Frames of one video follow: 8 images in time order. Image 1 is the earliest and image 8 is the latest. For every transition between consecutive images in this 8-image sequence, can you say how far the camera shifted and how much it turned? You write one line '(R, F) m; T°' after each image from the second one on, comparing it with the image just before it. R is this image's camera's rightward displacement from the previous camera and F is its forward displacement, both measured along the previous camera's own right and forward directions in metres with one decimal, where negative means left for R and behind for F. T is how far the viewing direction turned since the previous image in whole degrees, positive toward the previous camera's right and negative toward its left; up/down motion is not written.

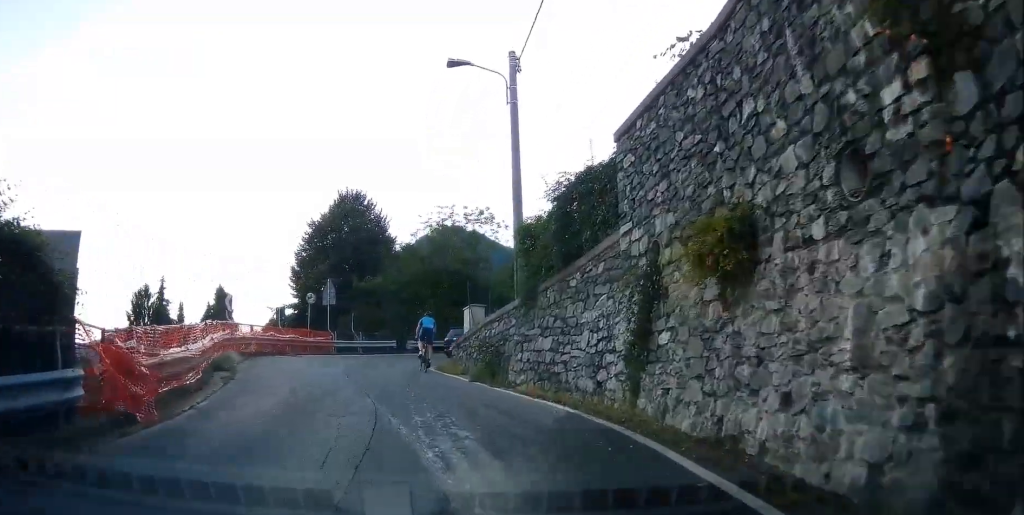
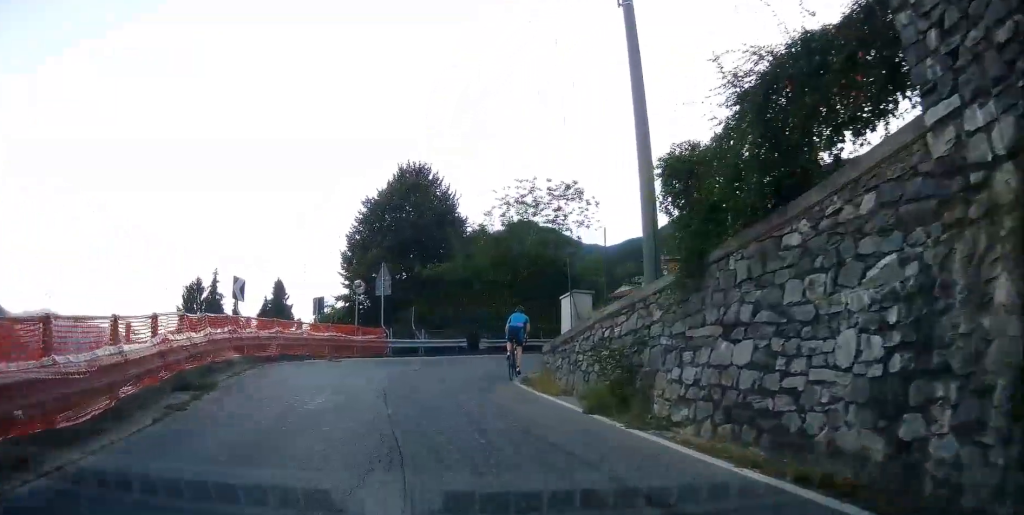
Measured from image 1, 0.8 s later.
(-0.5, +5.9) m; -1°
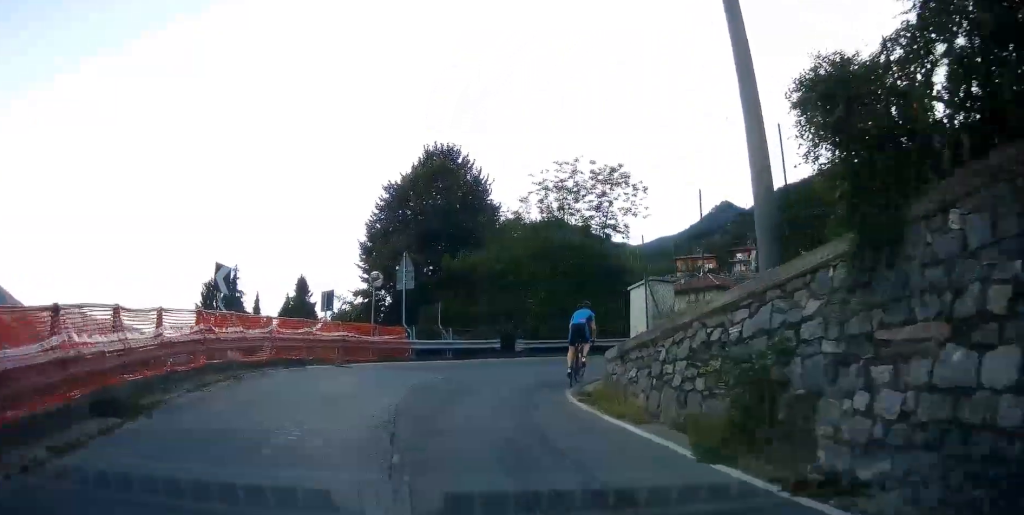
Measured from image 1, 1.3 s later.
(+0.1, +3.3) m; -1°
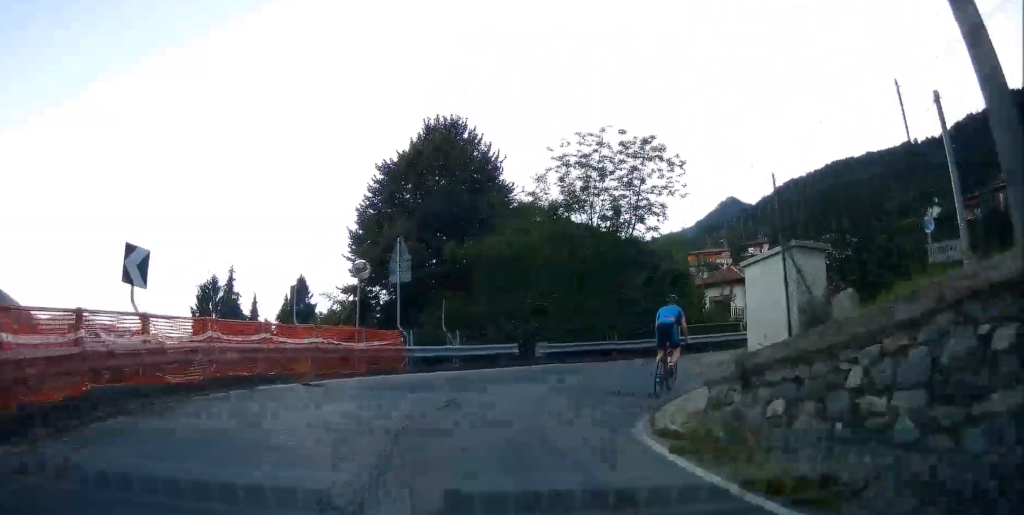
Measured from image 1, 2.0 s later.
(+0.3, +4.3) m; -1°
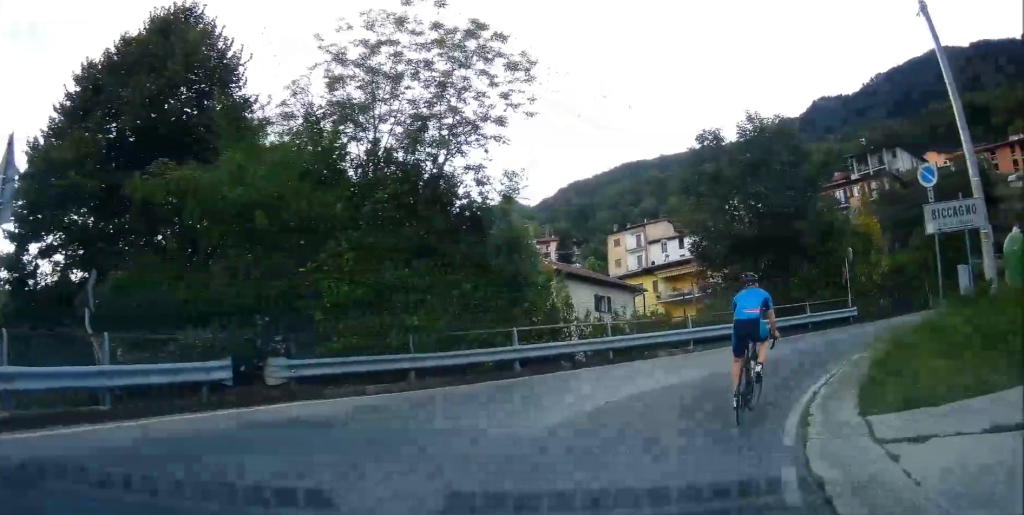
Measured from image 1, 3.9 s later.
(+0.6, +9.7) m; +21°
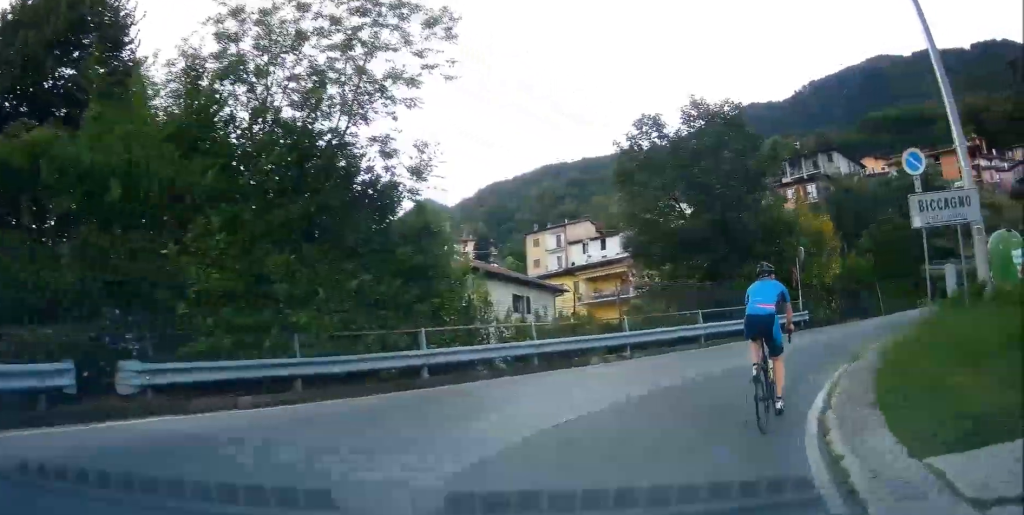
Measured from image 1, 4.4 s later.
(+0.3, +2.3) m; +6°
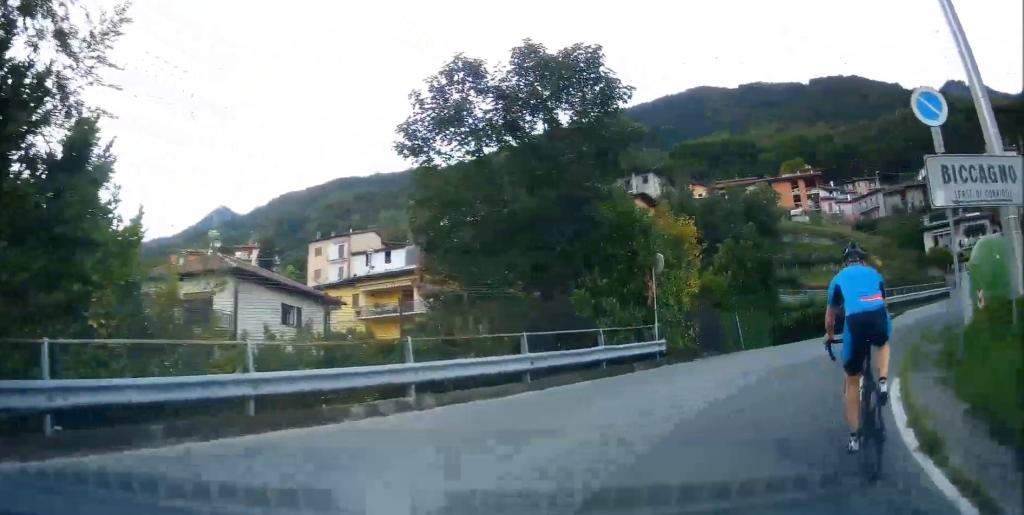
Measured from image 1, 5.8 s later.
(+0.6, +6.1) m; +16°
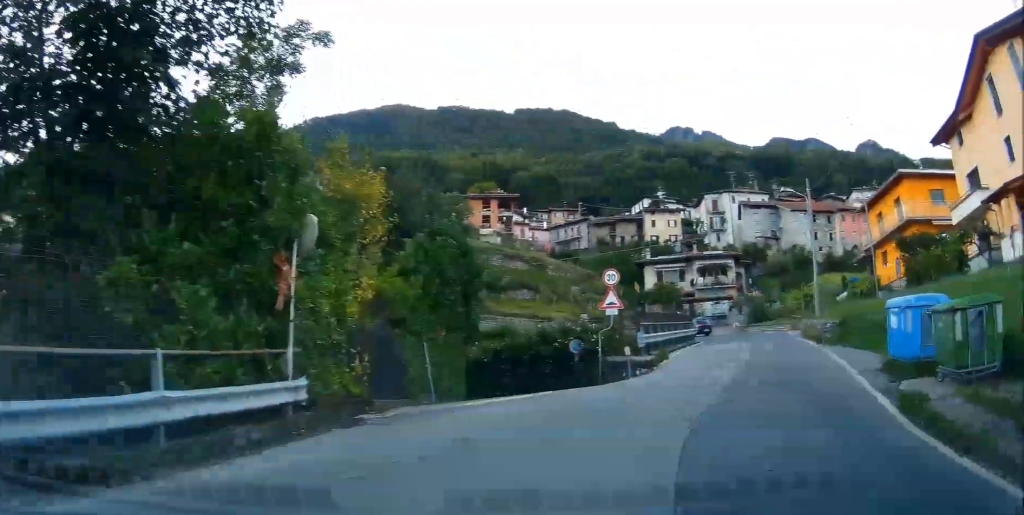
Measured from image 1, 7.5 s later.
(+2.0, +7.9) m; +26°
